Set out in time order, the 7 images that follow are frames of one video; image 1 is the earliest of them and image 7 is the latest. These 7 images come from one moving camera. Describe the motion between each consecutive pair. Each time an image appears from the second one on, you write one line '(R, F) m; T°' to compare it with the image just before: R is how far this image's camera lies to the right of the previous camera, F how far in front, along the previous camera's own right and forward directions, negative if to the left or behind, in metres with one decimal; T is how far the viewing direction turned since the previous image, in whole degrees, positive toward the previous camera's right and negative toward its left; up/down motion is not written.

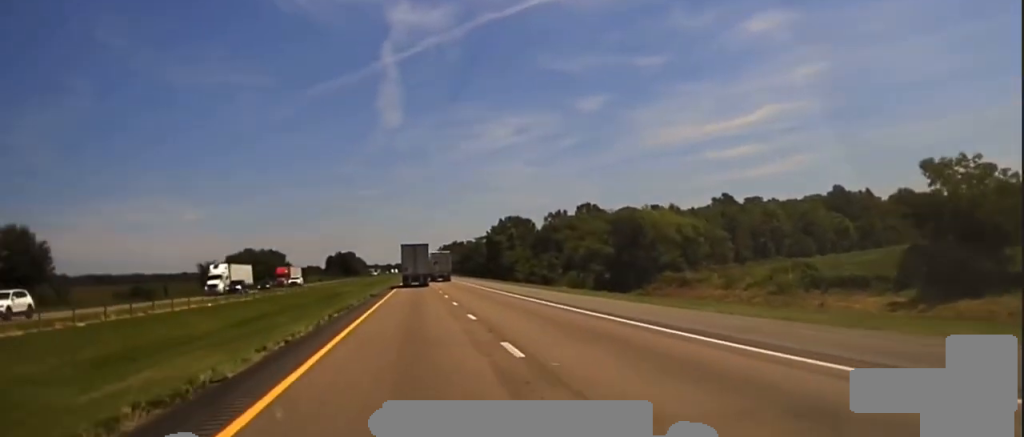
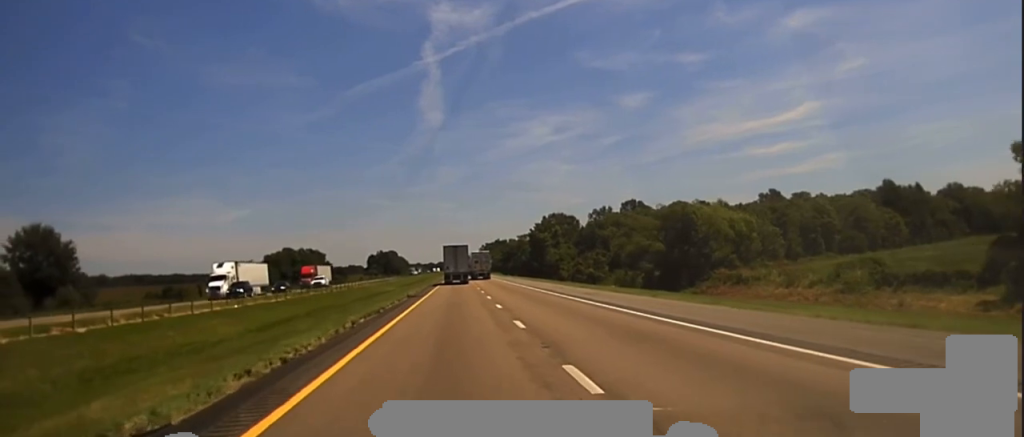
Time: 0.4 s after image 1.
(-0.2, +6.0) m; -2°
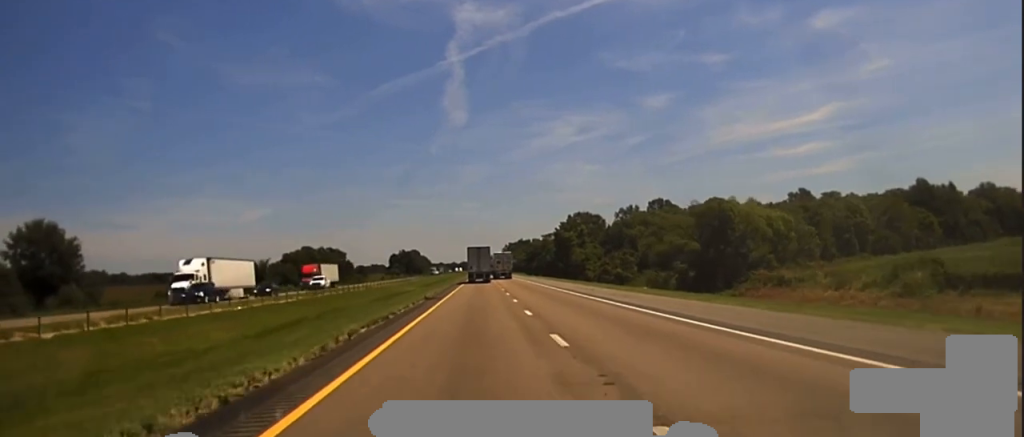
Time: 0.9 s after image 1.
(-0.1, +6.6) m; -1°
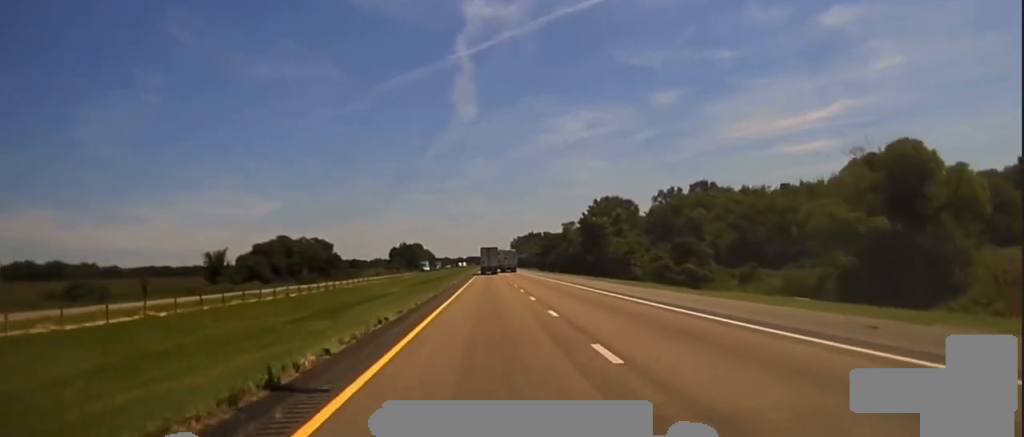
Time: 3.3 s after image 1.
(-0.4, +43.4) m; -1°
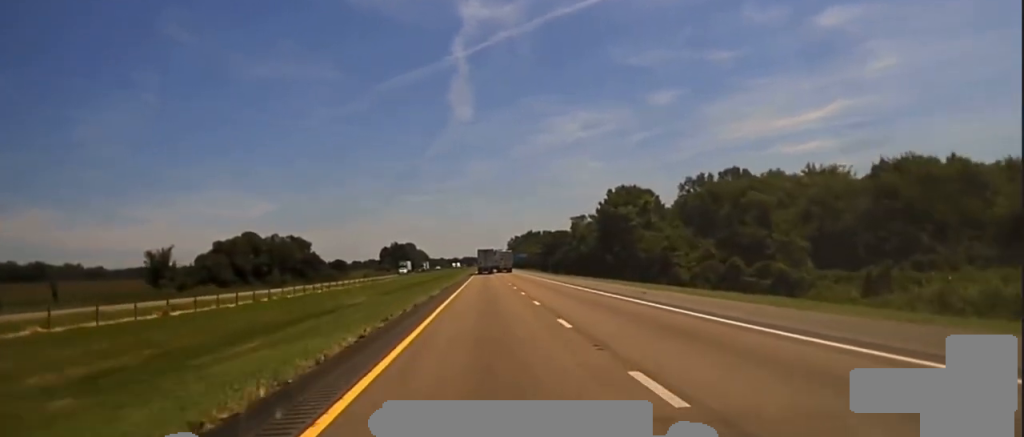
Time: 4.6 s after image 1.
(+0.1, +31.2) m; +1°
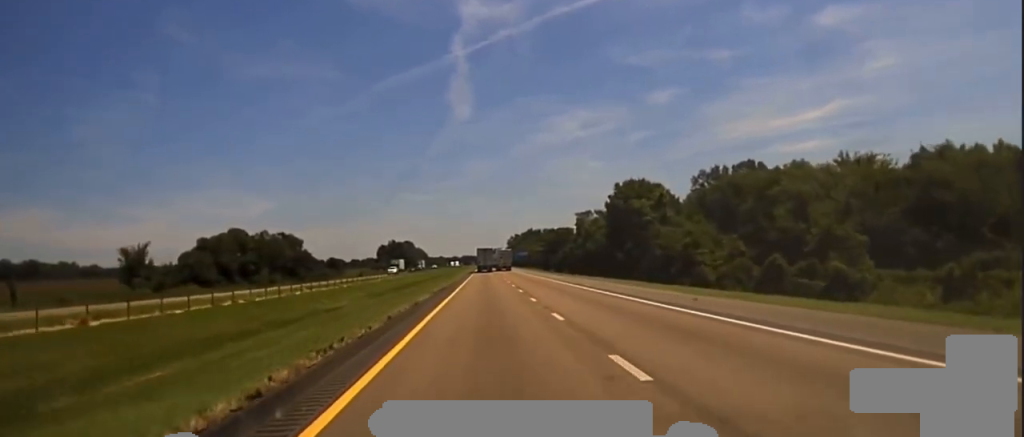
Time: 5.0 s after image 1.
(0.0, +10.8) m; 0°
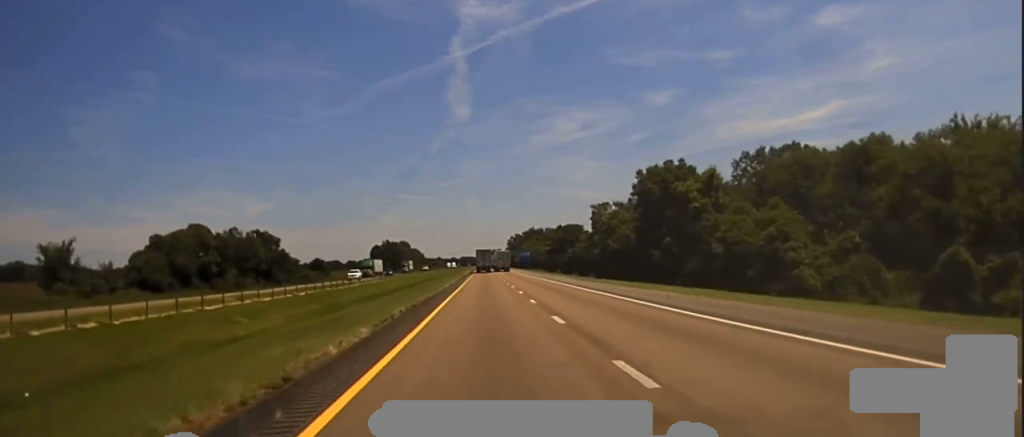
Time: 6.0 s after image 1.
(+0.1, +26.5) m; +1°
